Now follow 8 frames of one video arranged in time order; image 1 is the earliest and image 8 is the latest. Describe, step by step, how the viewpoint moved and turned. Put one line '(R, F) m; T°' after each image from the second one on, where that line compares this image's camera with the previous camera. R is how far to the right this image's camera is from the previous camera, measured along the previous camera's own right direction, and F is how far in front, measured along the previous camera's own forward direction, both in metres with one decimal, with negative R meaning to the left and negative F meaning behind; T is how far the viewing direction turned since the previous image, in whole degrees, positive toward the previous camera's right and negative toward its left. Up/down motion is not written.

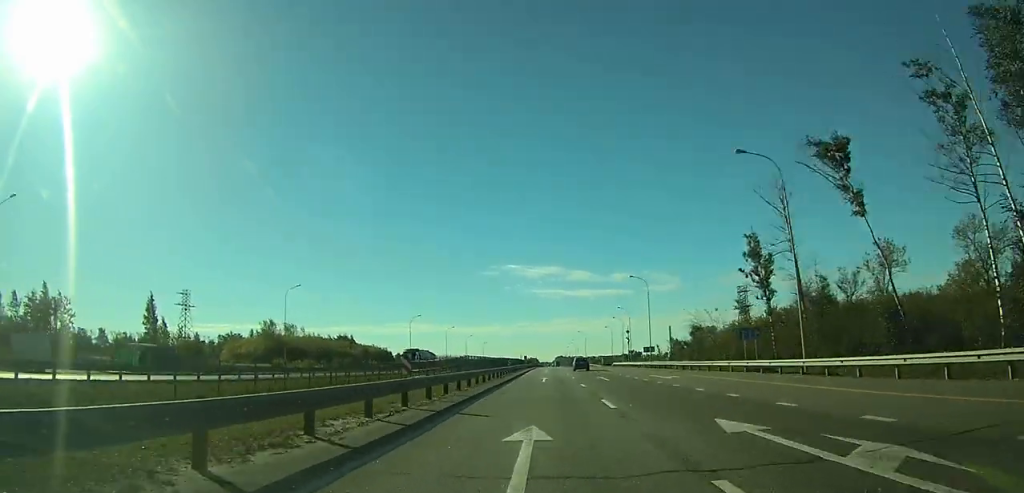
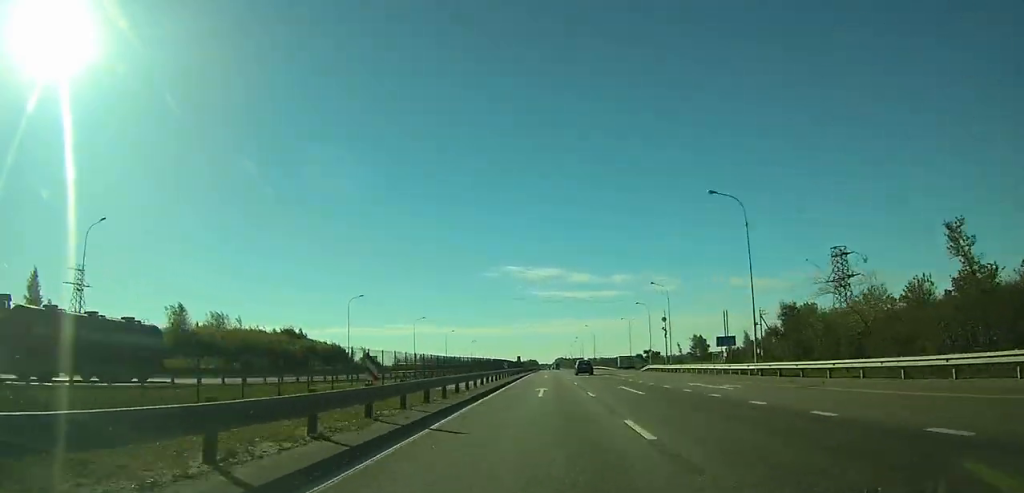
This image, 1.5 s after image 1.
(0.0, +41.2) m; 0°
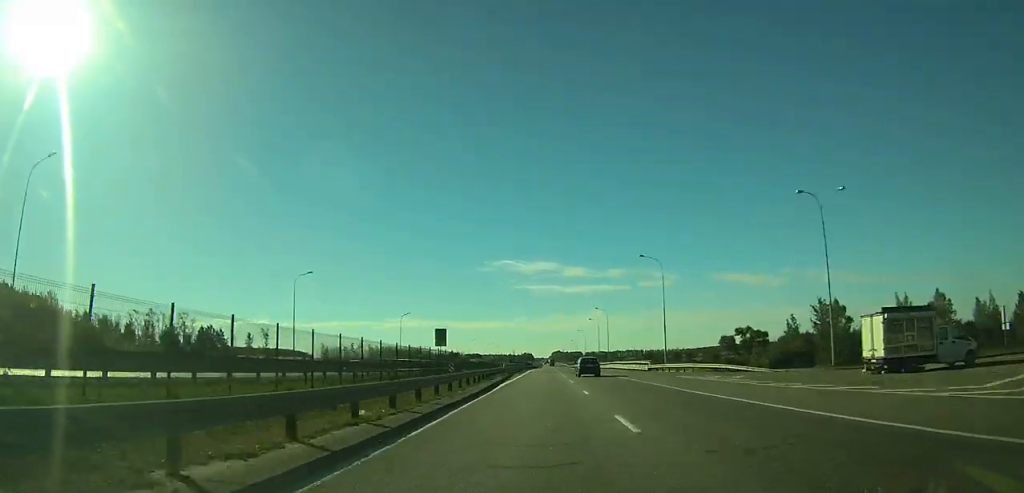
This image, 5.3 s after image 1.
(0.0, +108.0) m; 0°
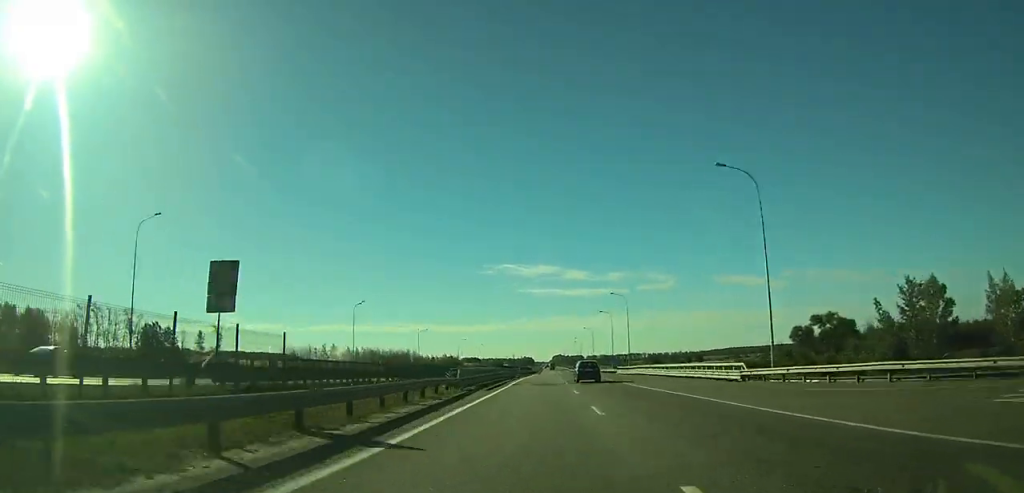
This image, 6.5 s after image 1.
(0.0, +31.5) m; 0°
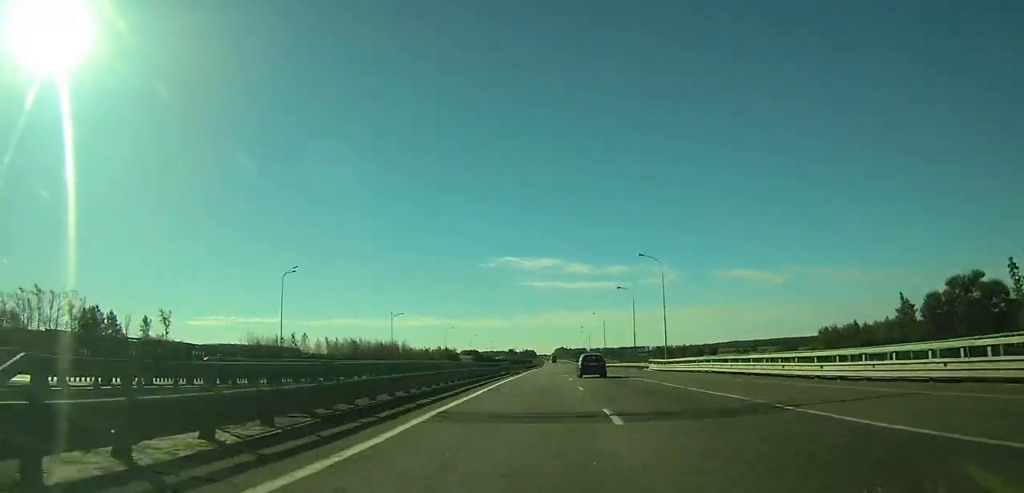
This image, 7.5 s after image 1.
(-0.1, +27.7) m; 0°
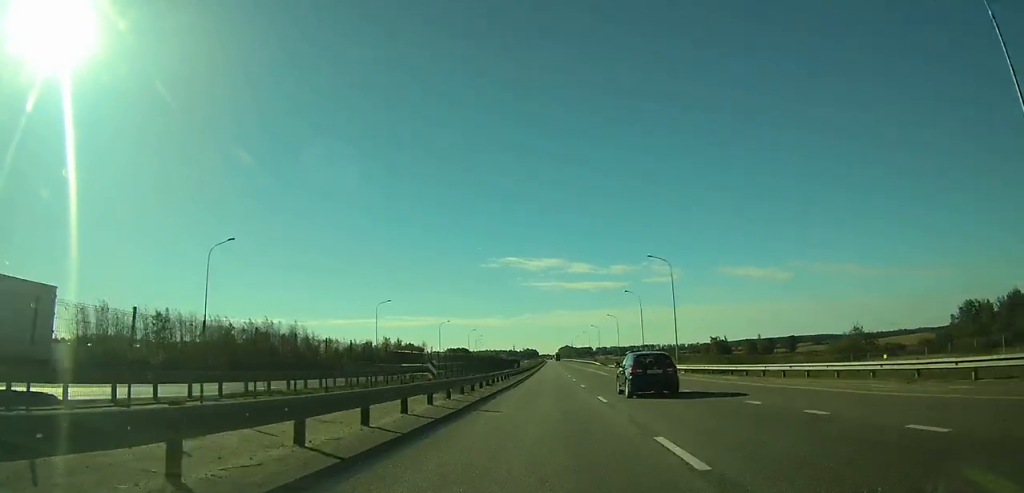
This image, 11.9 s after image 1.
(-0.4, +123.8) m; 0°
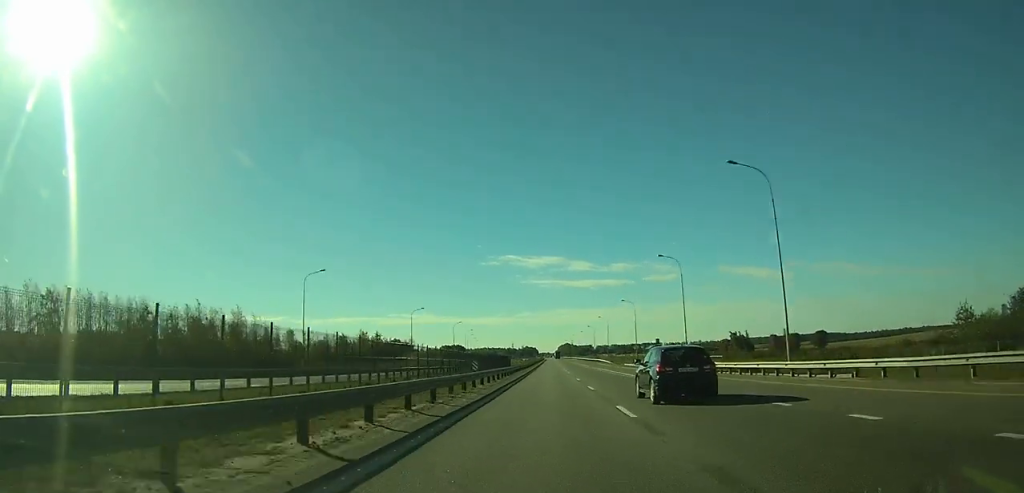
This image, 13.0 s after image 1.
(0.0, +29.8) m; 0°
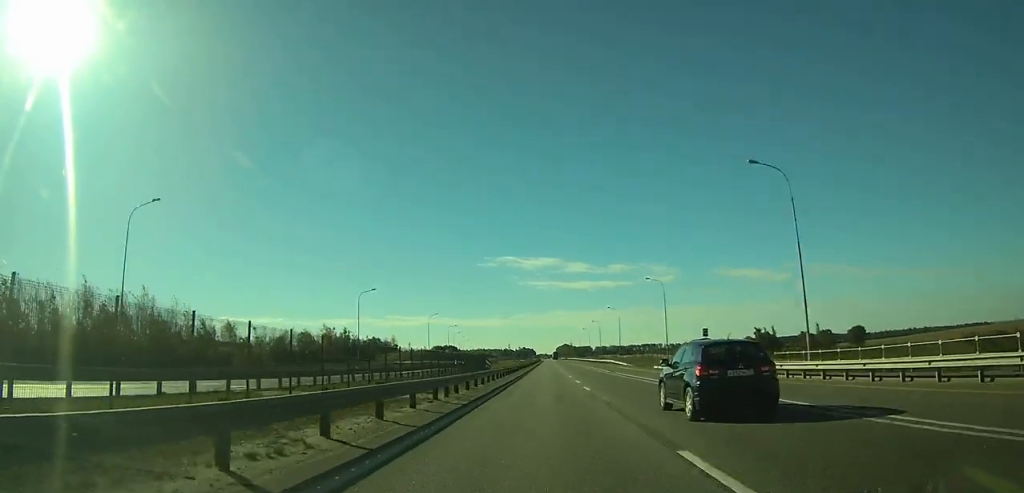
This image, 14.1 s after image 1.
(0.0, +31.6) m; 0°
